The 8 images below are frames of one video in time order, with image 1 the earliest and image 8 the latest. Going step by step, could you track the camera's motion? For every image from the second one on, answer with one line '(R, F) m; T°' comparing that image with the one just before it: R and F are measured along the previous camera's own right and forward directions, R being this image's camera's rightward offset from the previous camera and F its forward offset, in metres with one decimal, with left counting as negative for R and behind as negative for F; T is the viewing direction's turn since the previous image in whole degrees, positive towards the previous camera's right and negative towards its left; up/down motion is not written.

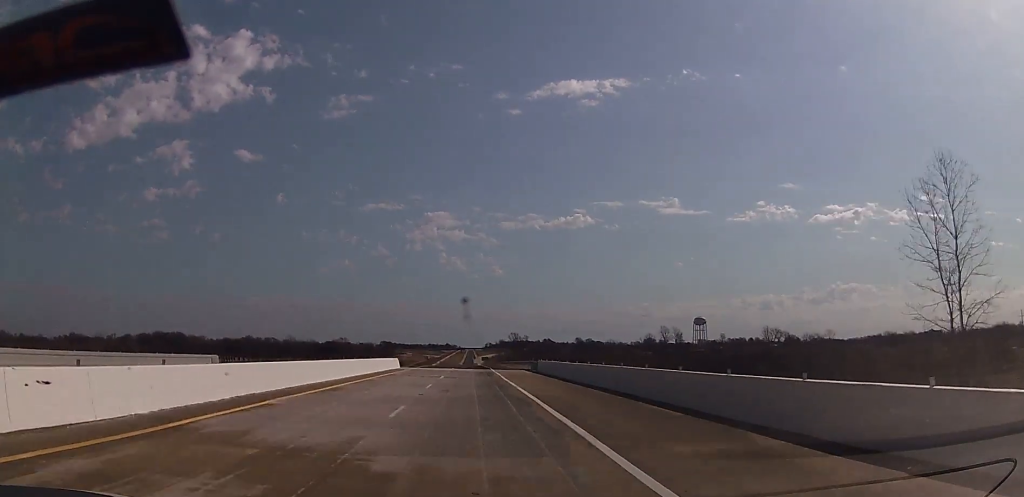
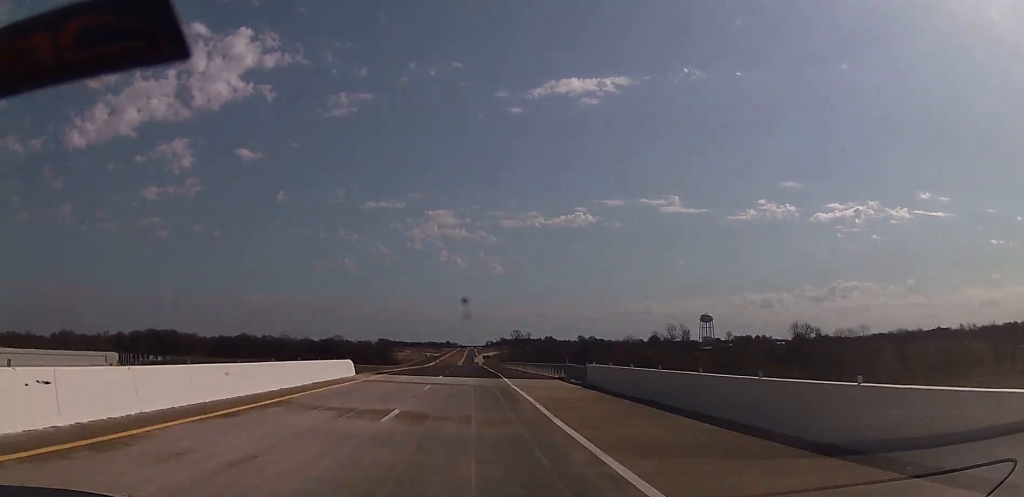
(+0.1, +24.9) m; 0°
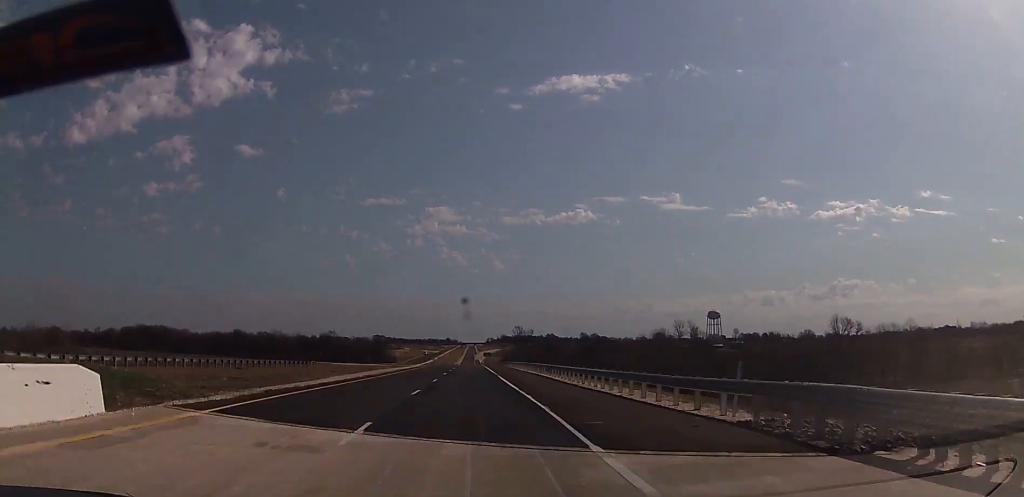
(-0.1, +28.5) m; 0°
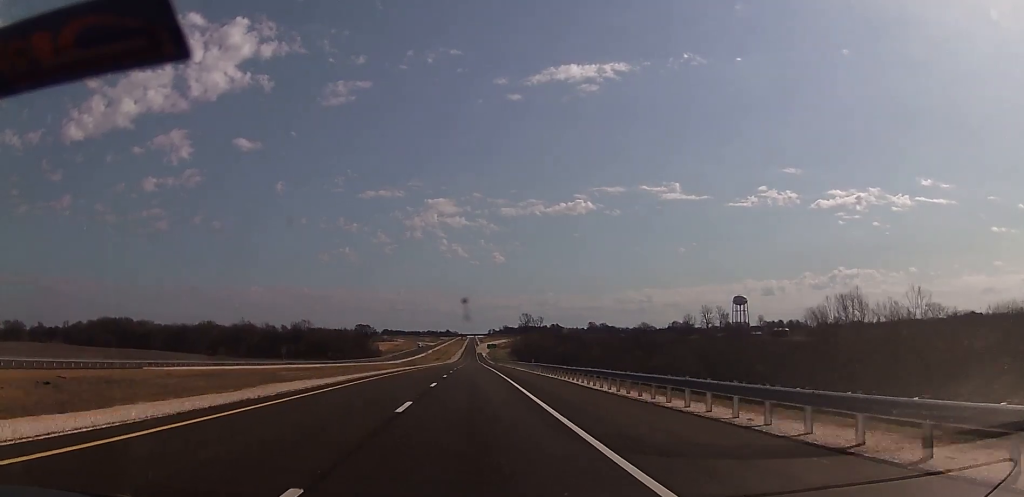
(+0.6, +90.8) m; +1°
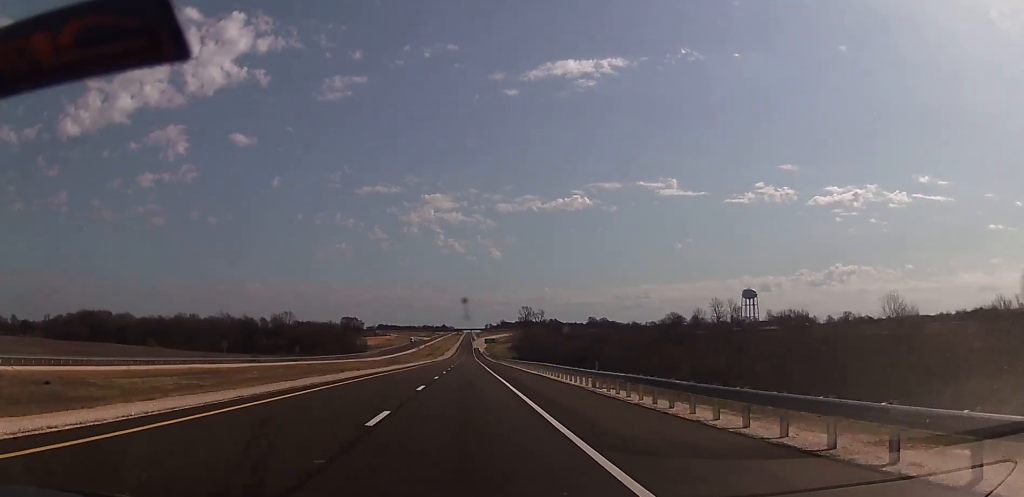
(0.0, +39.4) m; -1°
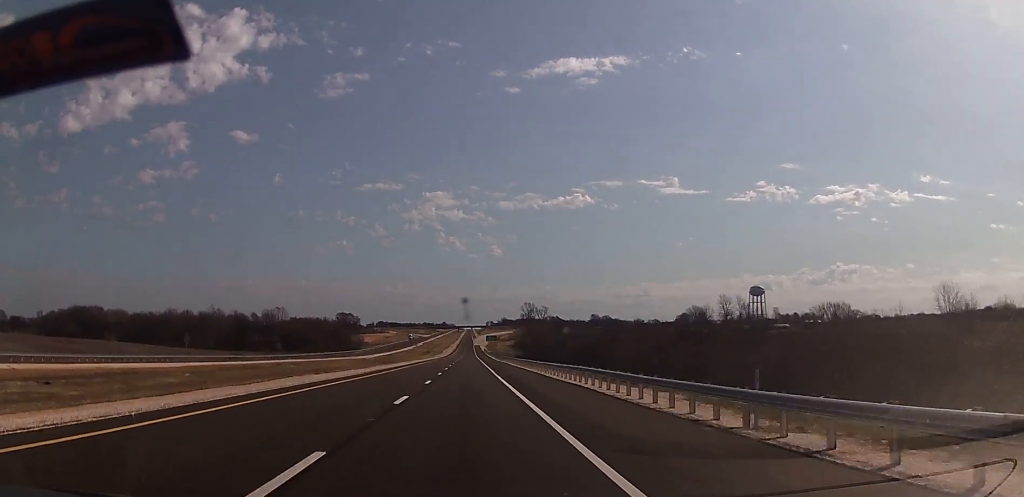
(-0.3, +19.1) m; 0°
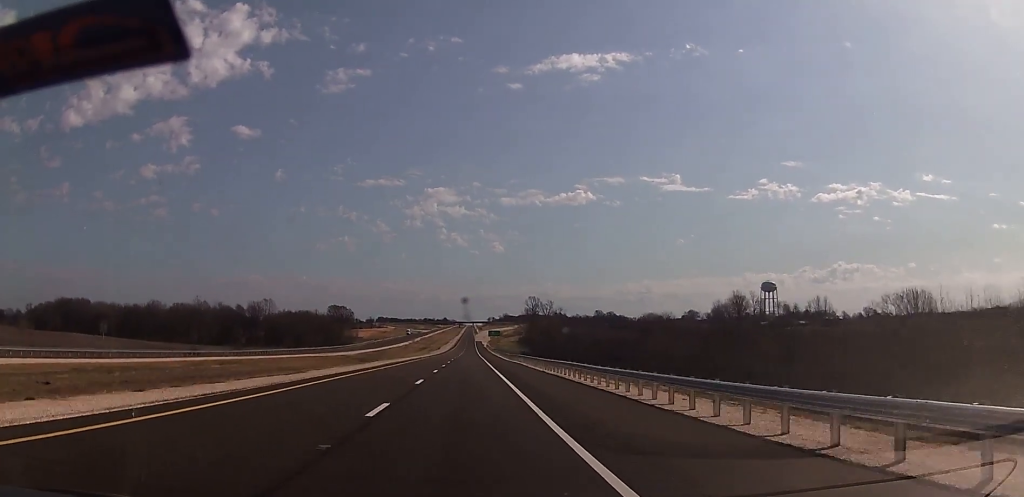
(-0.1, +28.7) m; 0°
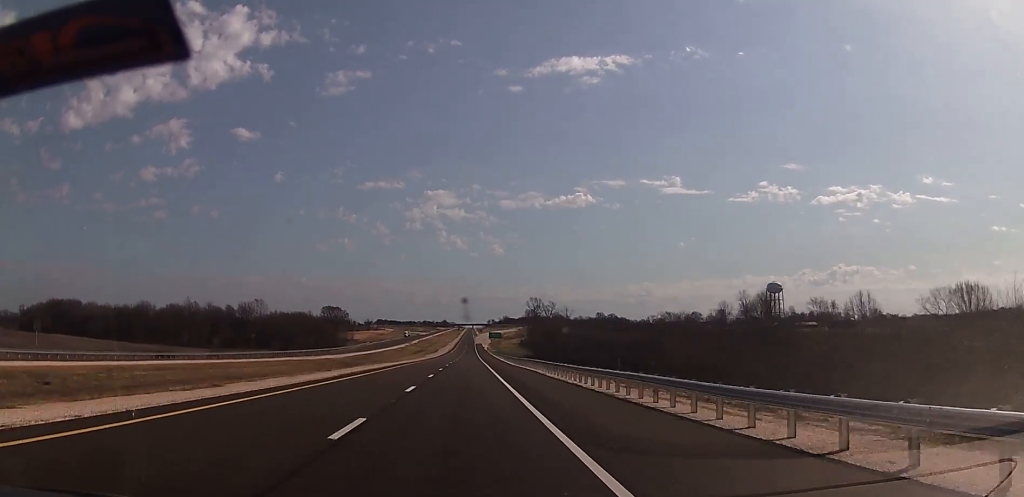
(+0.1, +15.5) m; 0°
